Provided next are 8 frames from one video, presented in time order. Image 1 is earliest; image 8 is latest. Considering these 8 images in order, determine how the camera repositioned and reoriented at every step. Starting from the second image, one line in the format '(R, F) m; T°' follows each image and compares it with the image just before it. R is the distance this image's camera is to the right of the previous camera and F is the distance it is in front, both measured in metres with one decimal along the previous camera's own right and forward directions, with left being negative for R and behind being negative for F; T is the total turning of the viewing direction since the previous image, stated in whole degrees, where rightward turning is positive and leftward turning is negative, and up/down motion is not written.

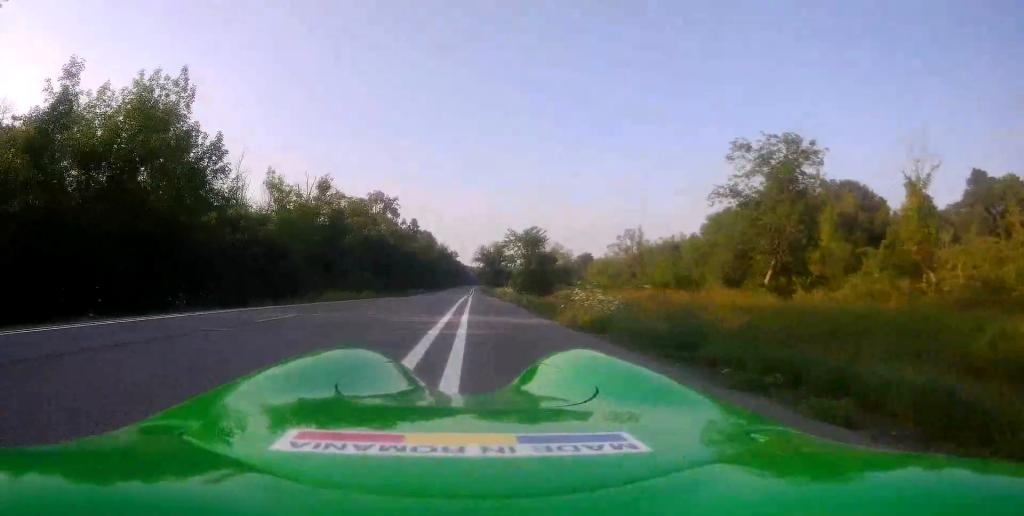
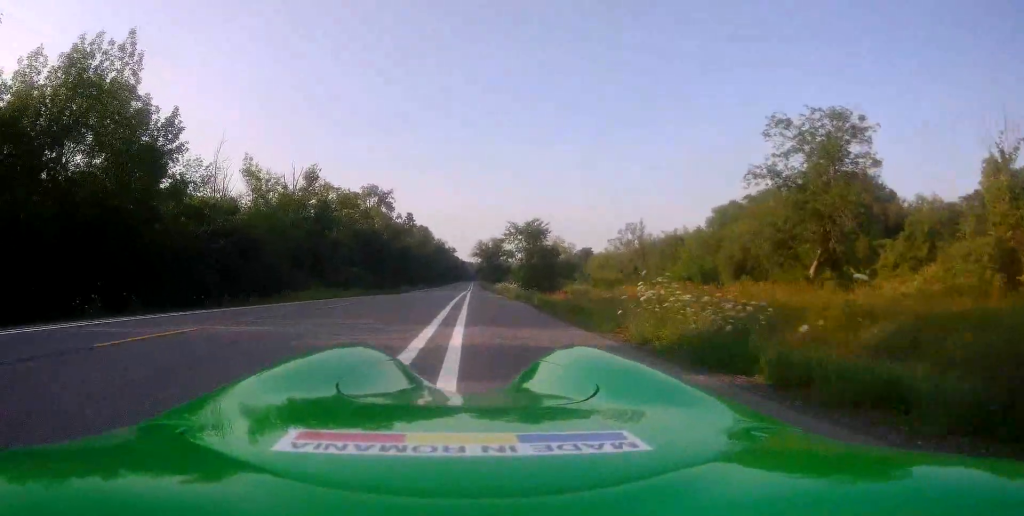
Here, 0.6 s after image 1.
(-0.3, +5.8) m; 0°
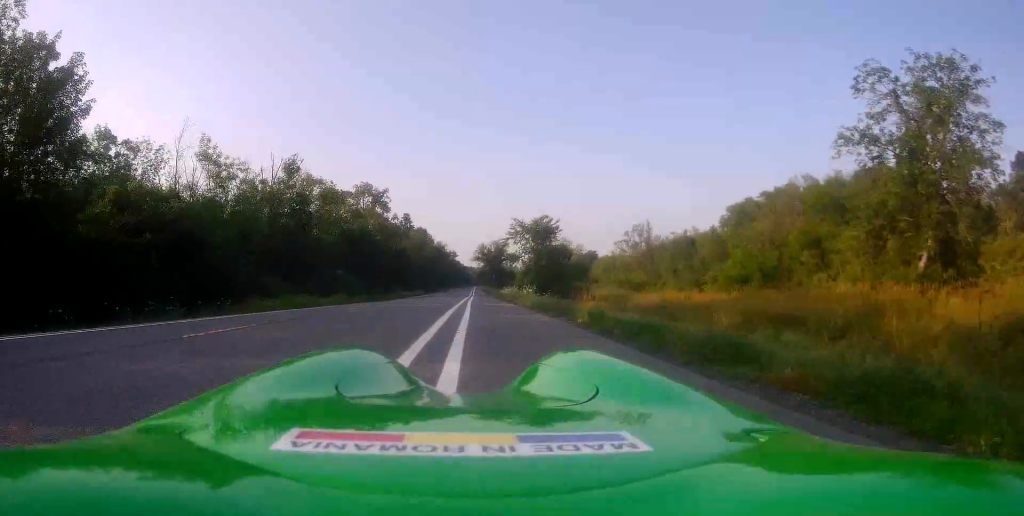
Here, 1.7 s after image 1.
(+0.2, +9.6) m; 0°
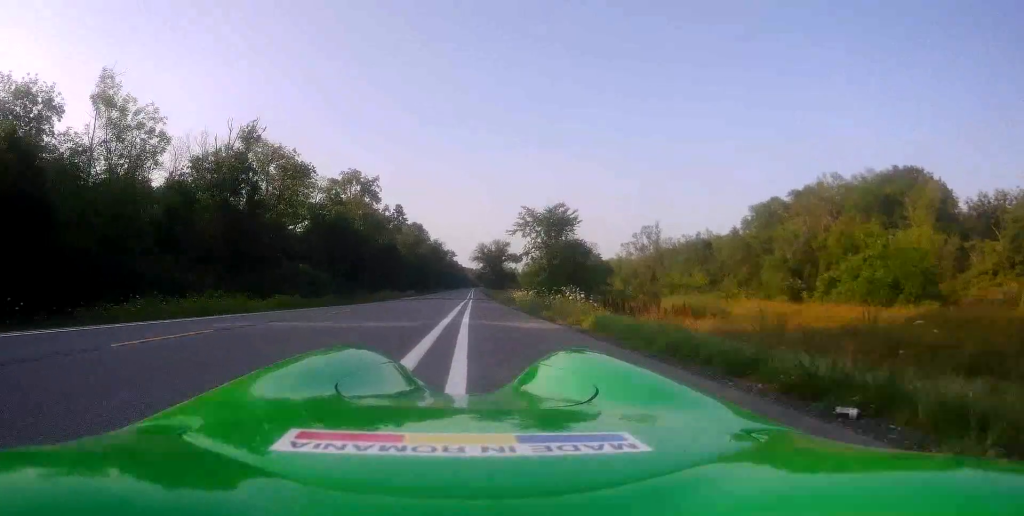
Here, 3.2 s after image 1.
(-0.4, +14.1) m; -2°
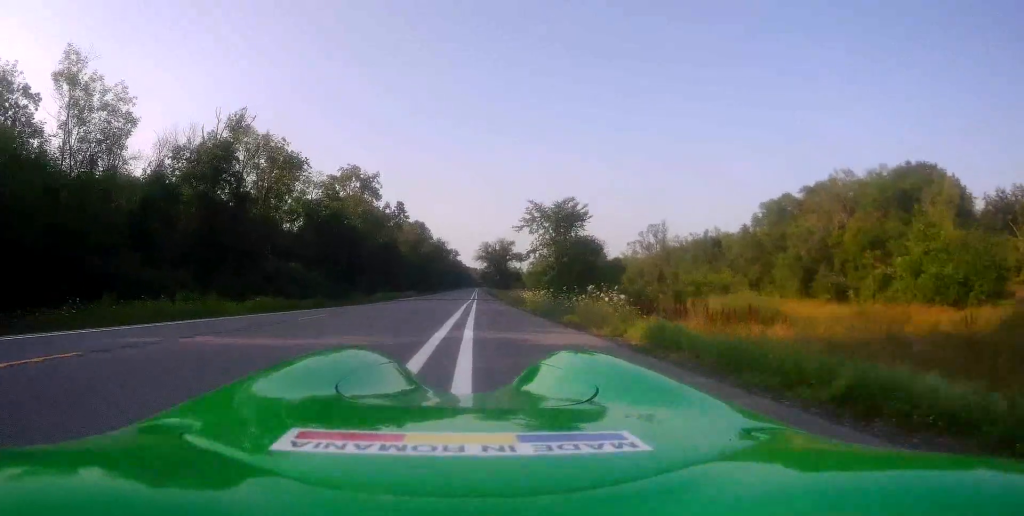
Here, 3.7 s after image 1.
(-0.1, +4.2) m; +1°
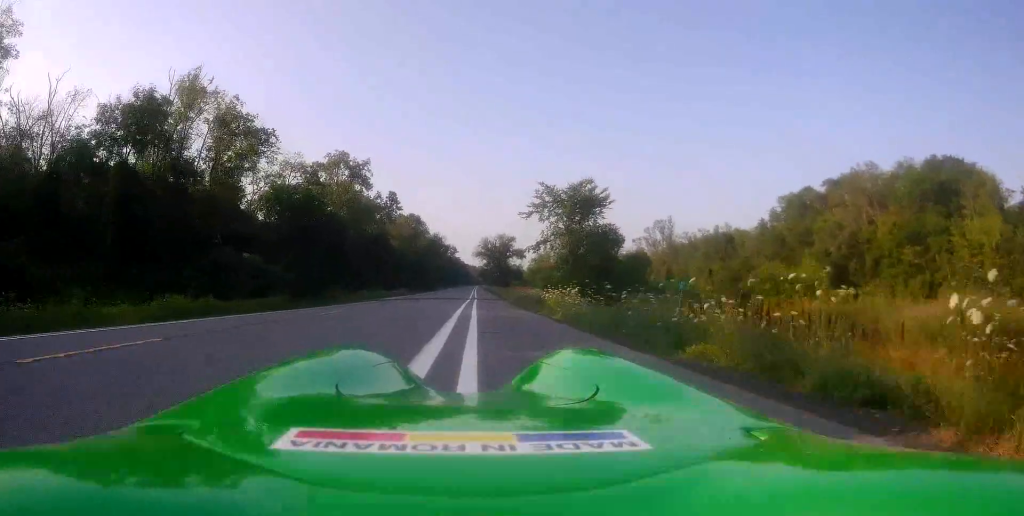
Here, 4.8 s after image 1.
(+0.3, +9.8) m; +1°
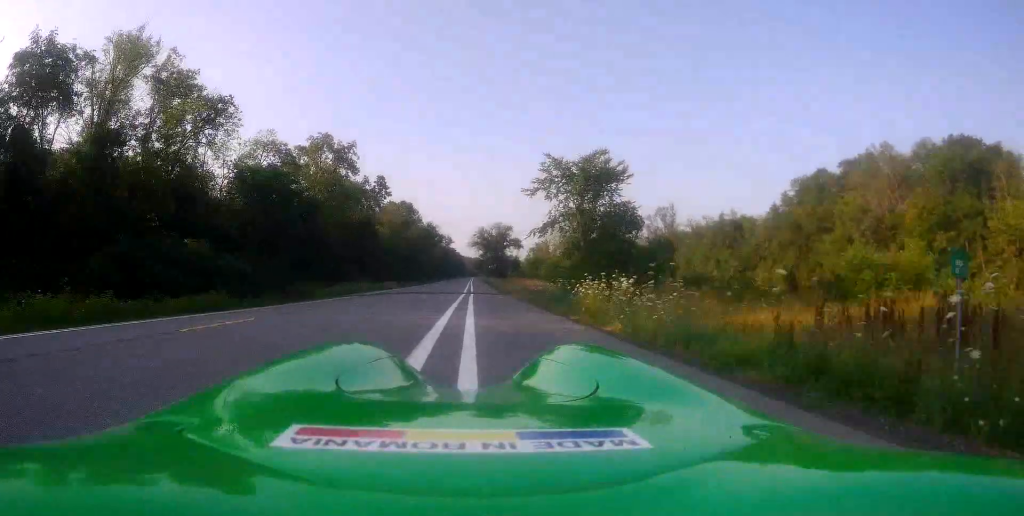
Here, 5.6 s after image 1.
(-0.2, +7.9) m; 0°
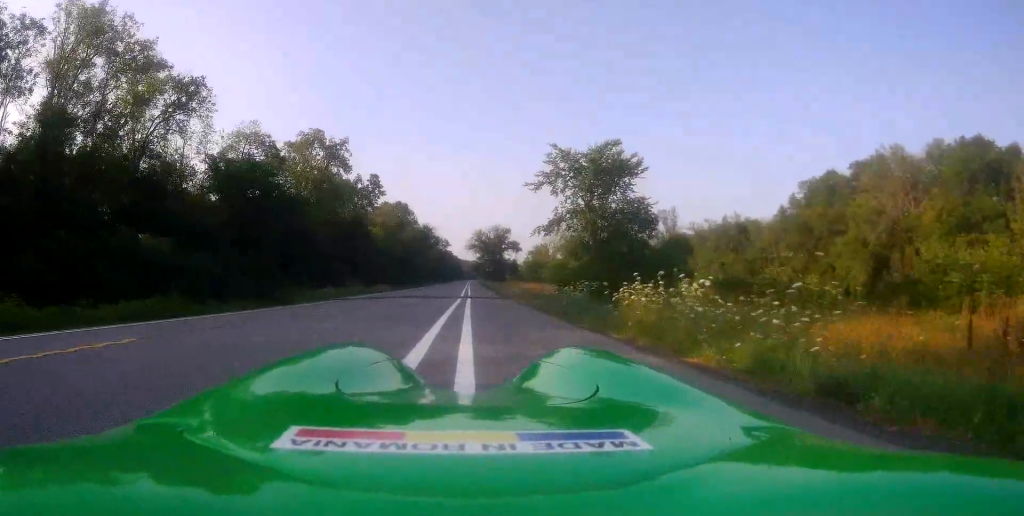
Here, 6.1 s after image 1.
(0.0, +4.5) m; 0°
